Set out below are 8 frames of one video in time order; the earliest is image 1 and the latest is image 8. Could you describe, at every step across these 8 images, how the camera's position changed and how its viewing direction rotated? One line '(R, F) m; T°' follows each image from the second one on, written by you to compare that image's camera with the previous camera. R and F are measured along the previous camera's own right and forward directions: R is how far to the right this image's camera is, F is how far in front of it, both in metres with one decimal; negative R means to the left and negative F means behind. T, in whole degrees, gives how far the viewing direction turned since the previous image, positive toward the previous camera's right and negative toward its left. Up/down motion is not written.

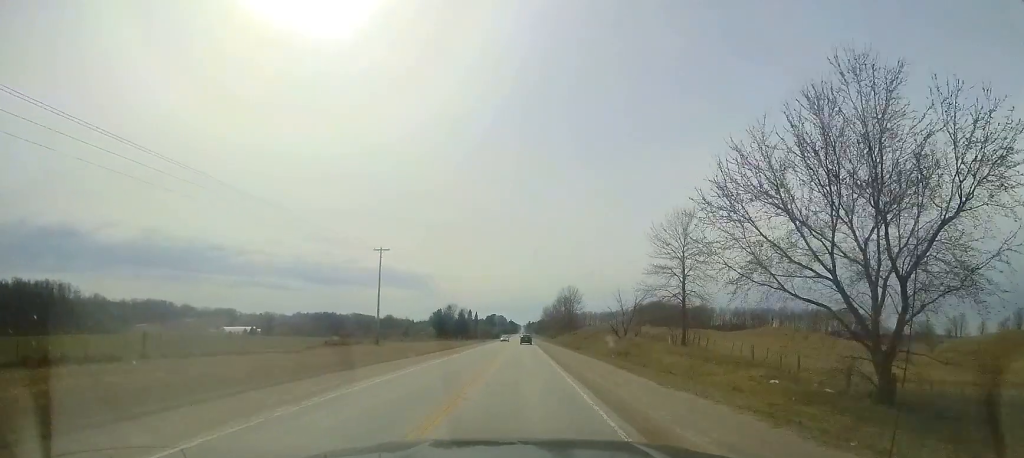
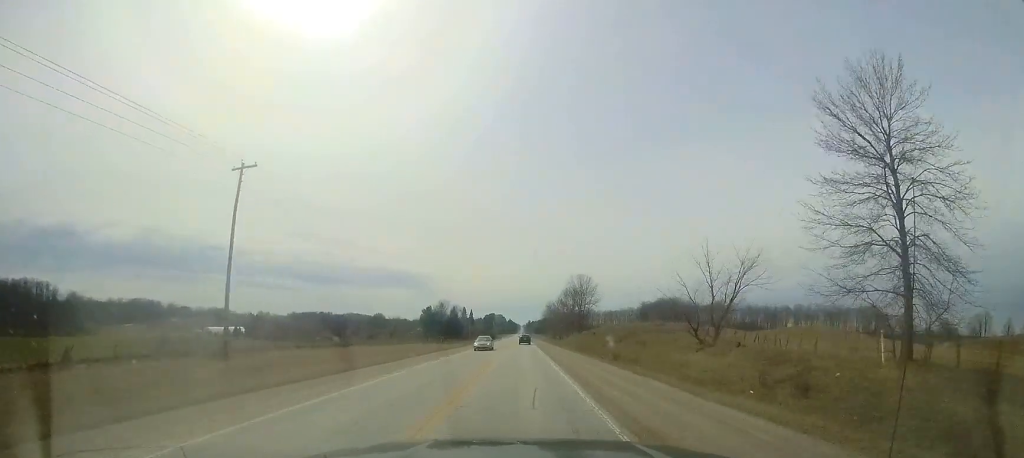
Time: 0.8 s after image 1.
(+0.4, +21.8) m; 0°
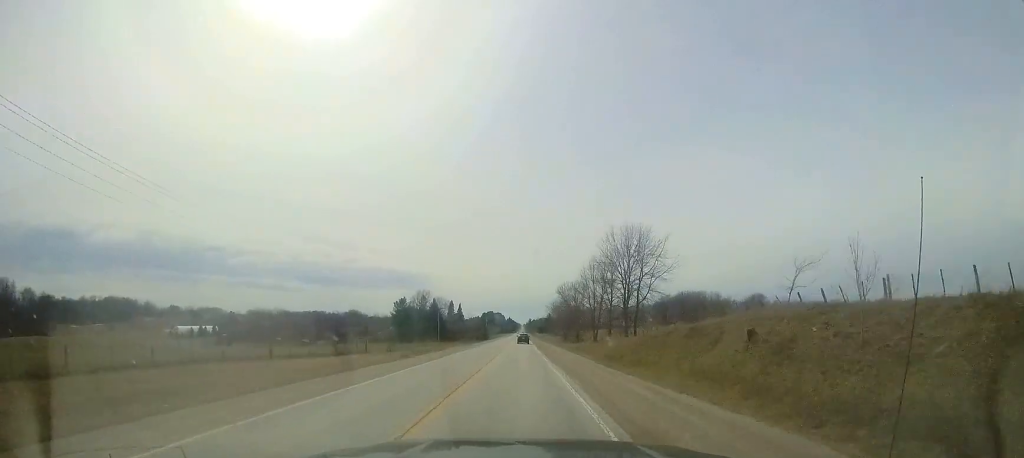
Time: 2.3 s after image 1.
(-0.3, +40.9) m; 0°
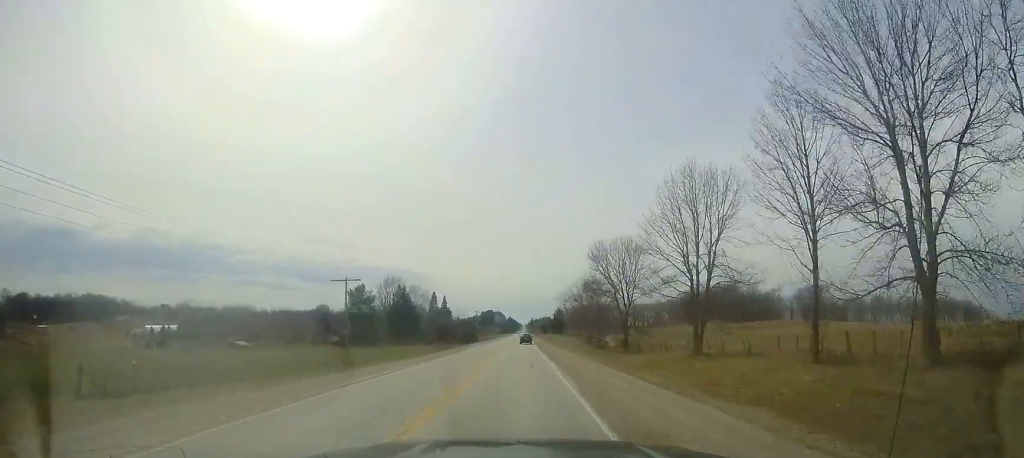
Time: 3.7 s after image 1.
(+0.6, +39.0) m; 0°
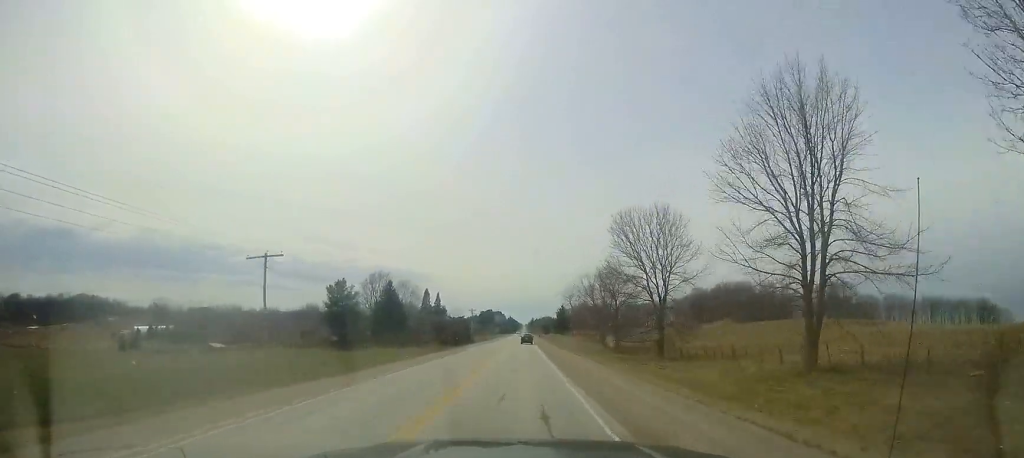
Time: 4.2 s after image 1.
(0.0, +11.7) m; 0°
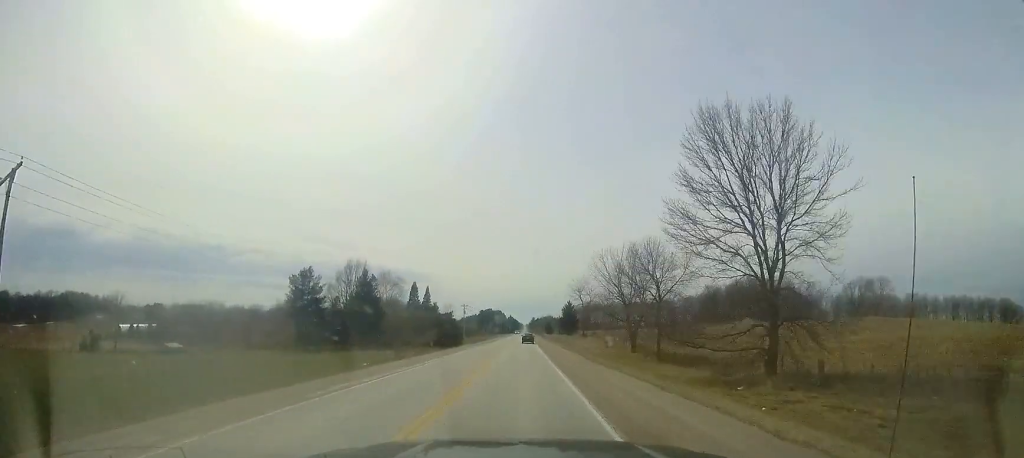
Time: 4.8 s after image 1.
(-0.4, +16.0) m; 0°
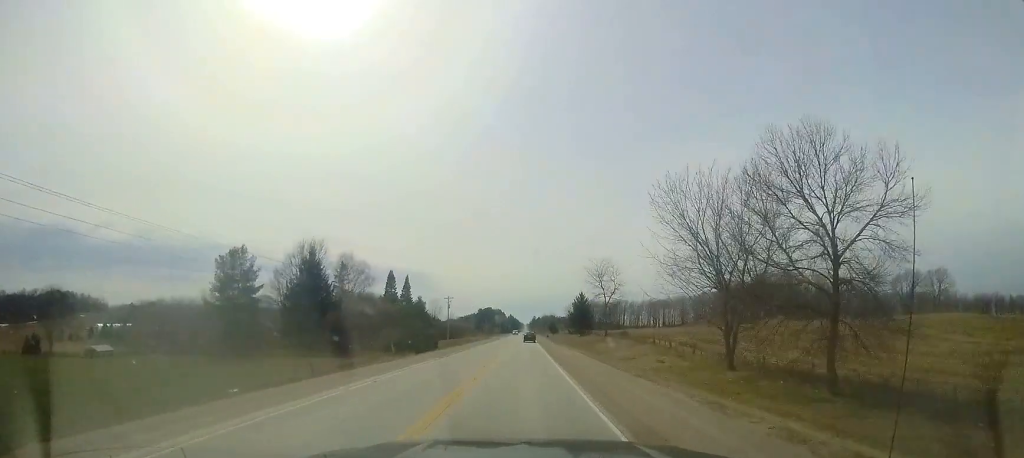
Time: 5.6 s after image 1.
(+0.1, +21.4) m; 0°
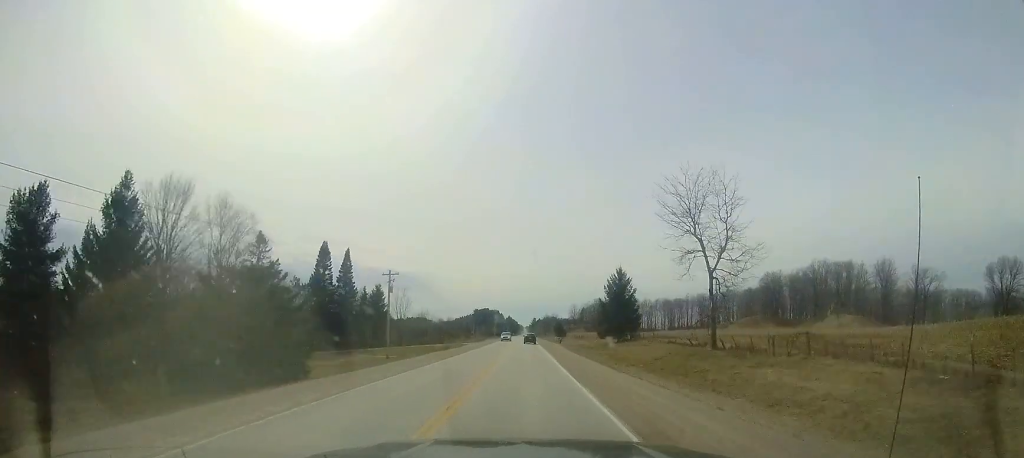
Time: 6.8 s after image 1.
(-0.1, +34.0) m; -1°
